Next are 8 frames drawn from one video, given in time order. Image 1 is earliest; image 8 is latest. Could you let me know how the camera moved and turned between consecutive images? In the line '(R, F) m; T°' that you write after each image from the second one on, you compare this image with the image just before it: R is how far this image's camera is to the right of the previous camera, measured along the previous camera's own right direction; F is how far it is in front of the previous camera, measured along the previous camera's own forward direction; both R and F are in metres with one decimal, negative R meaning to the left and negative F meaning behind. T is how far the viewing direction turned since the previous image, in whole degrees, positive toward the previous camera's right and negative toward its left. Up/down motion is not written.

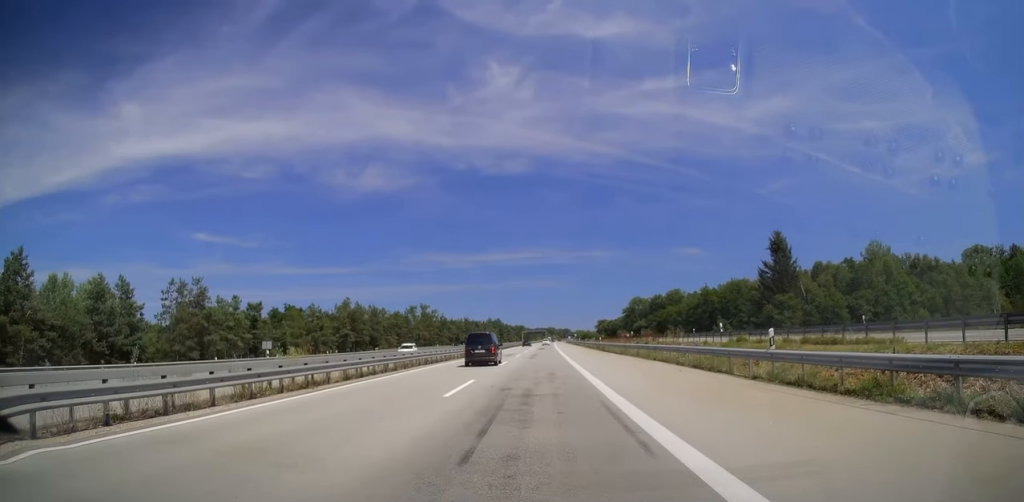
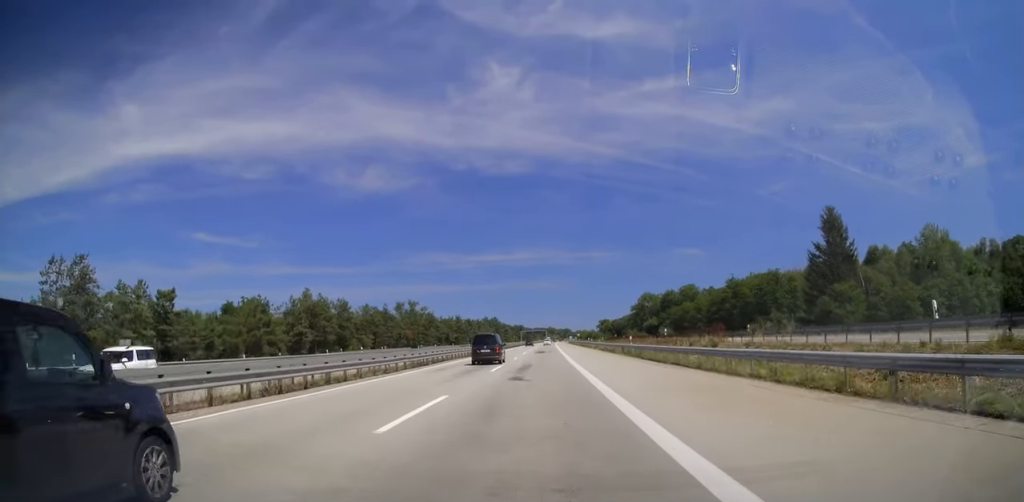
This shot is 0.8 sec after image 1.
(0.0, +24.1) m; +1°
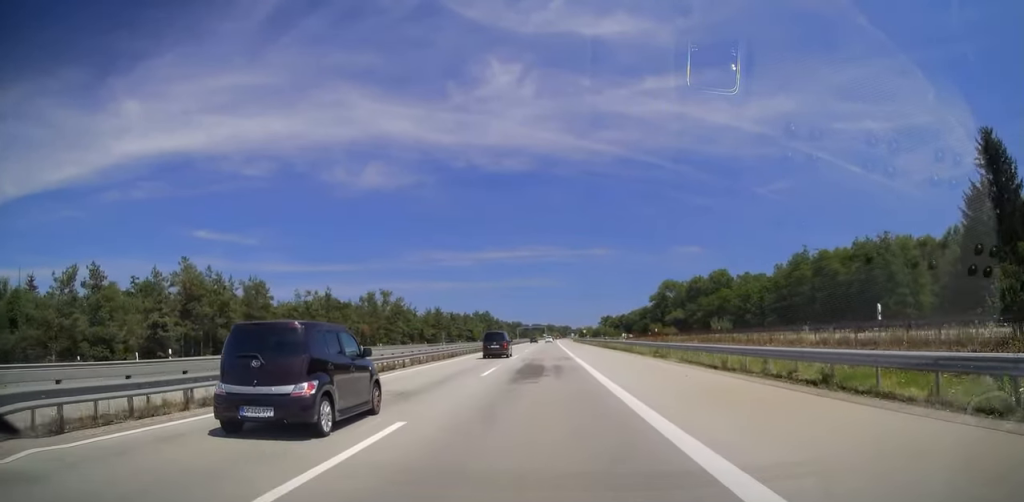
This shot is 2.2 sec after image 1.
(+0.2, +41.4) m; 0°
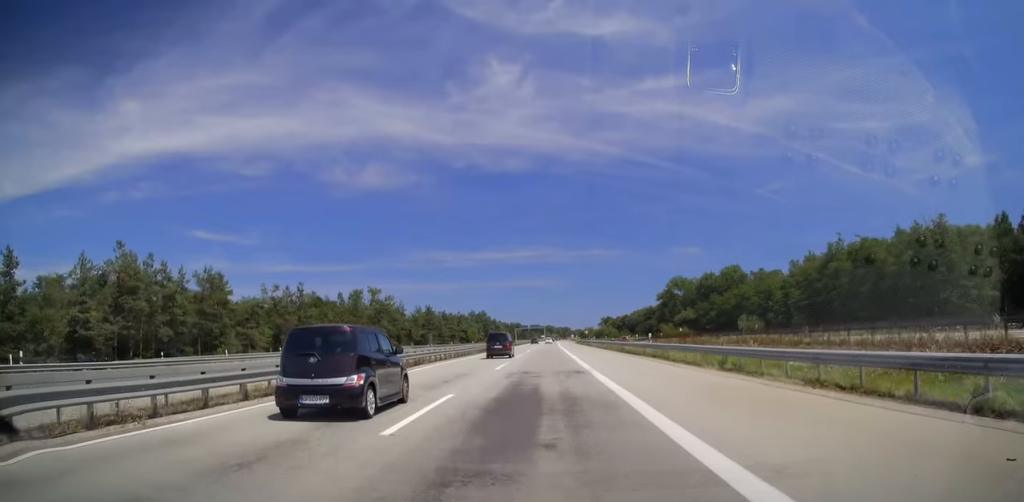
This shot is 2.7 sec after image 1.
(-0.1, +13.3) m; 0°
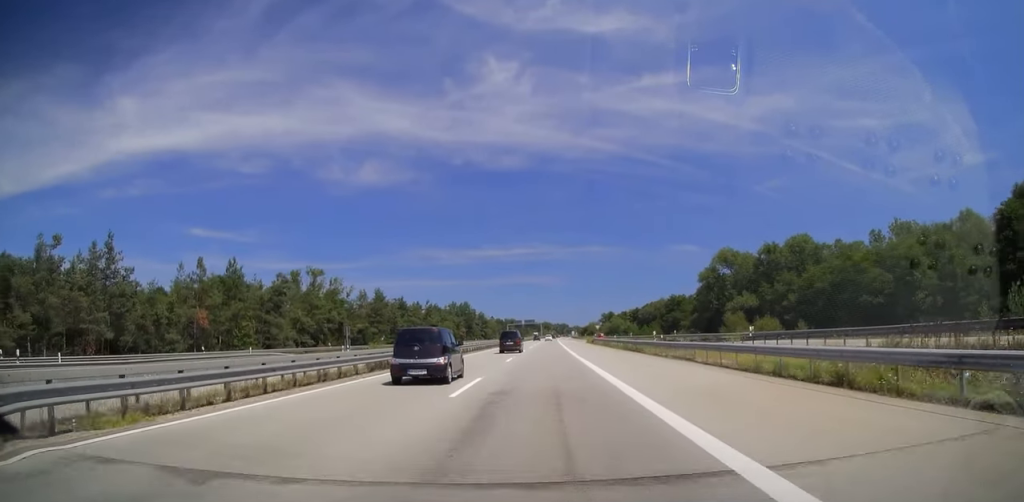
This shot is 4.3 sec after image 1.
(+0.6, +49.1) m; +1°
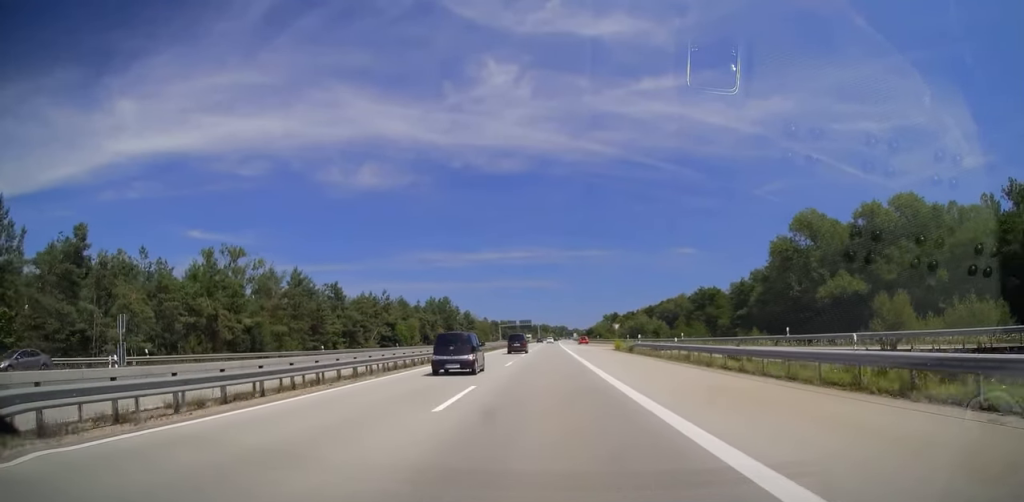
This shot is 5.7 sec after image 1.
(-0.3, +40.4) m; 0°
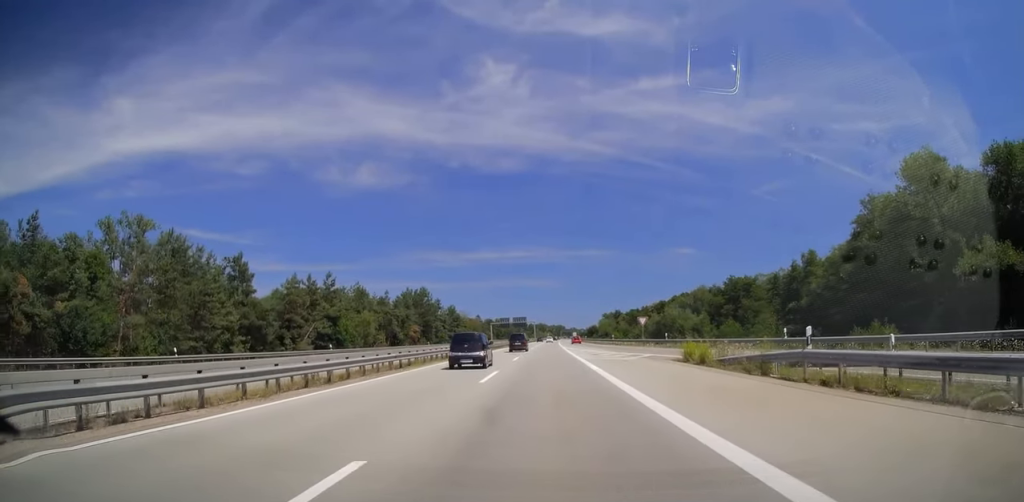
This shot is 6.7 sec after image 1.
(+0.4, +29.1) m; +1°
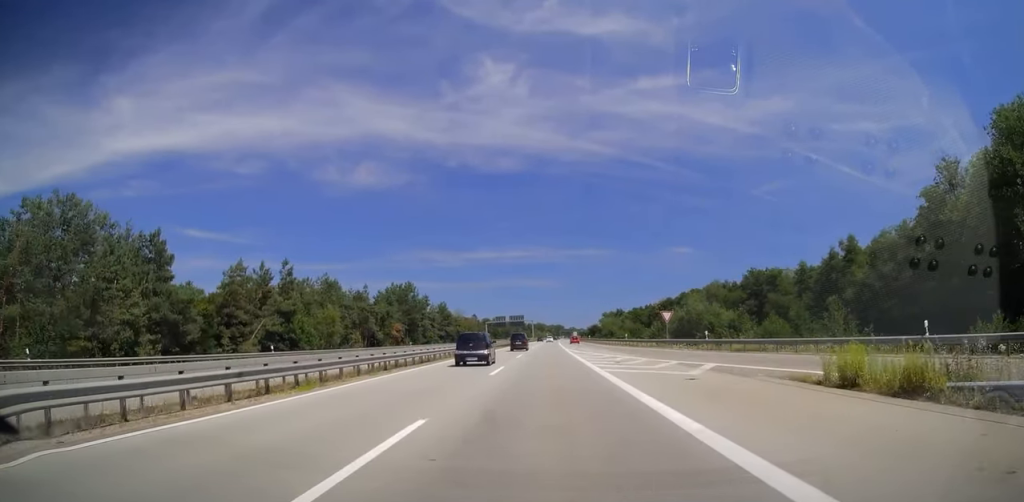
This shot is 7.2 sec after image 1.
(0.0, +14.8) m; 0°
